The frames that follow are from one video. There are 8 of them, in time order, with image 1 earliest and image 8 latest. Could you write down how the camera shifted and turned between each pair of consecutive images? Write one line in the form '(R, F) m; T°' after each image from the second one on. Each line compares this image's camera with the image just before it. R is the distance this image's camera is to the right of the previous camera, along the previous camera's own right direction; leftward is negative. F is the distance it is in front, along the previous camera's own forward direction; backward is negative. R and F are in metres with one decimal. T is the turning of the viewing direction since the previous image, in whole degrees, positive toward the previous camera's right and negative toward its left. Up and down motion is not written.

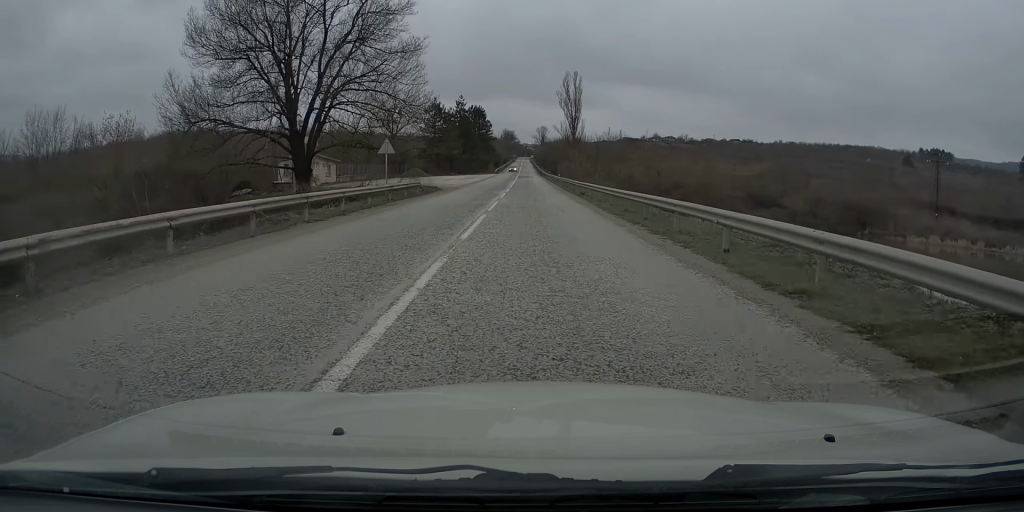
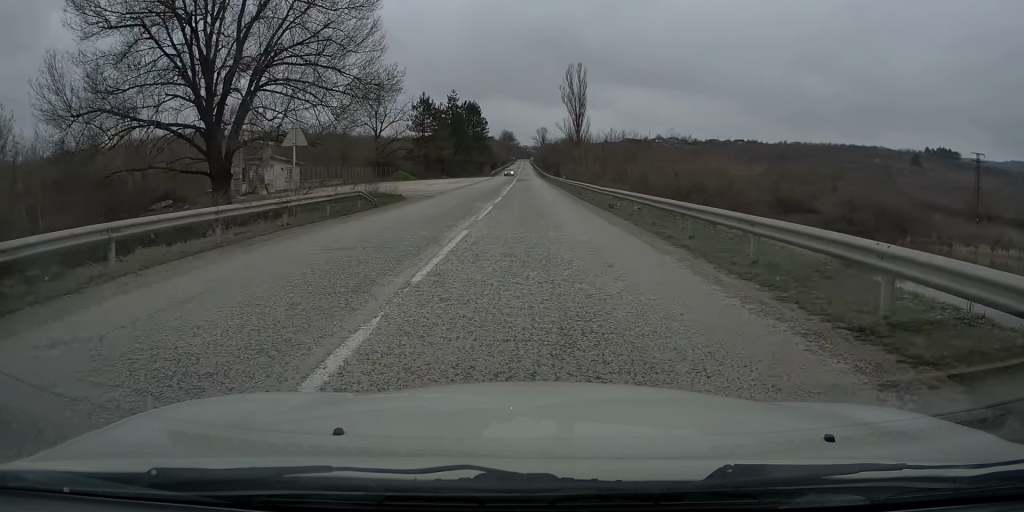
(-0.1, +13.2) m; 0°
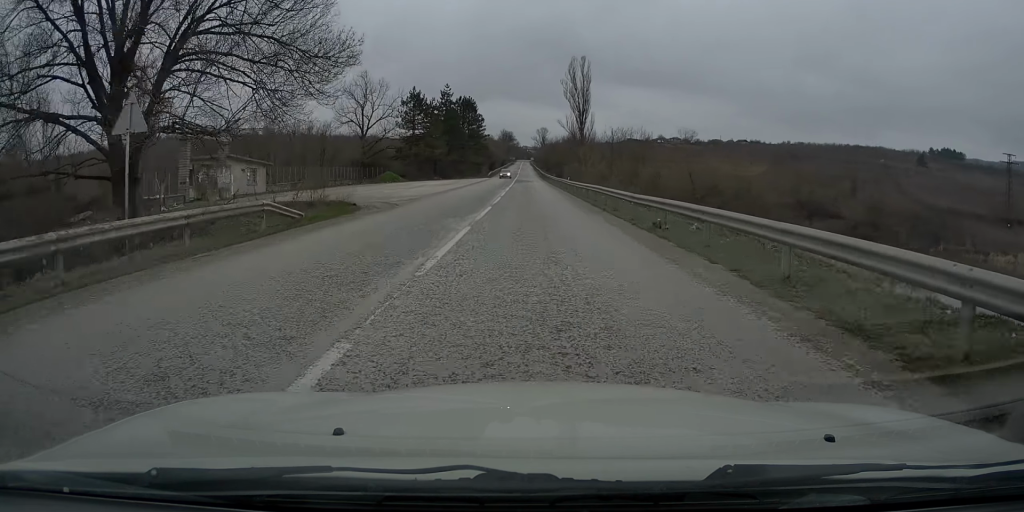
(+0.2, +9.0) m; +1°
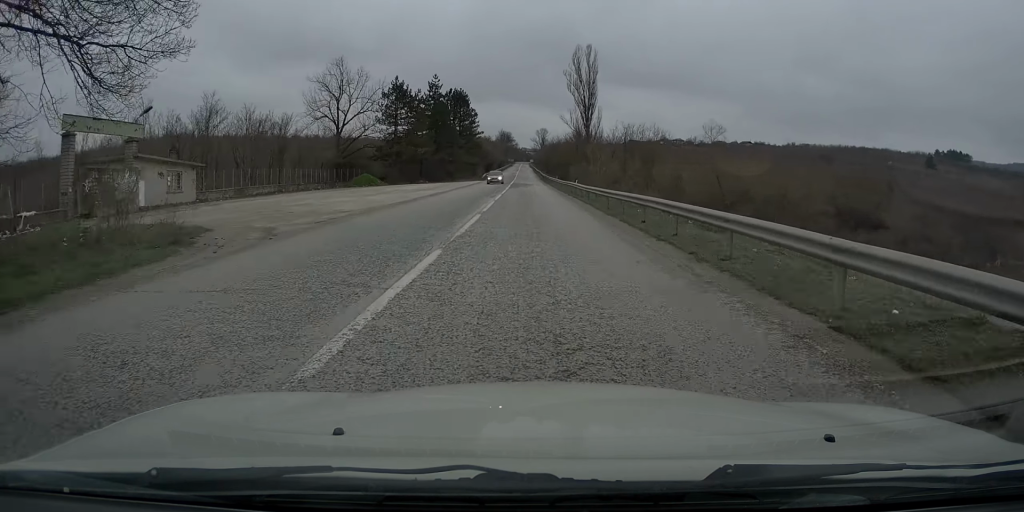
(+0.1, +13.2) m; 0°
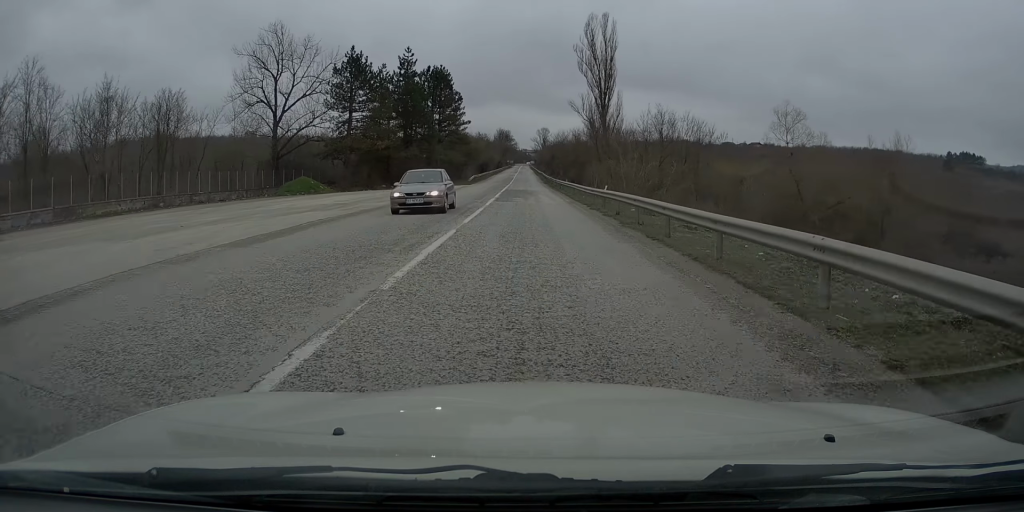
(-0.2, +22.9) m; -1°
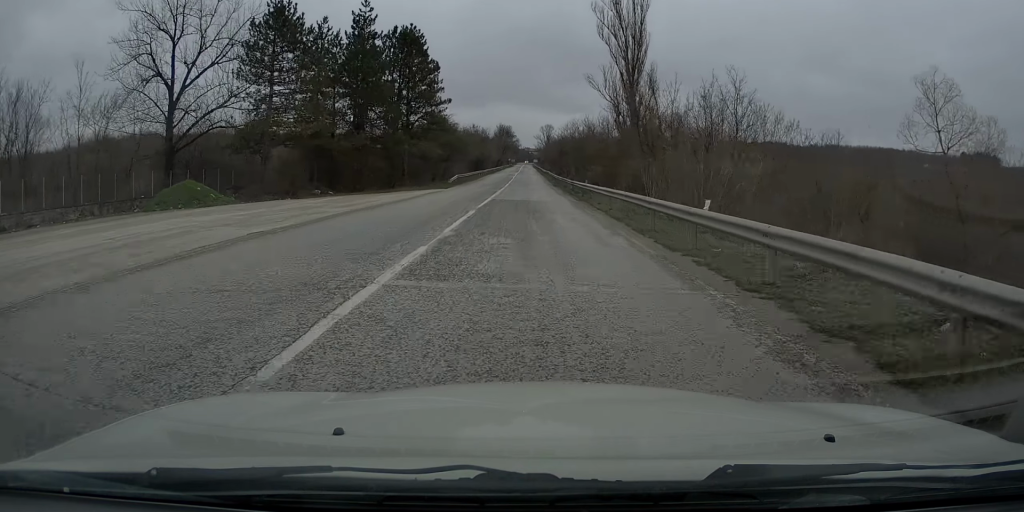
(-0.2, +21.5) m; 0°
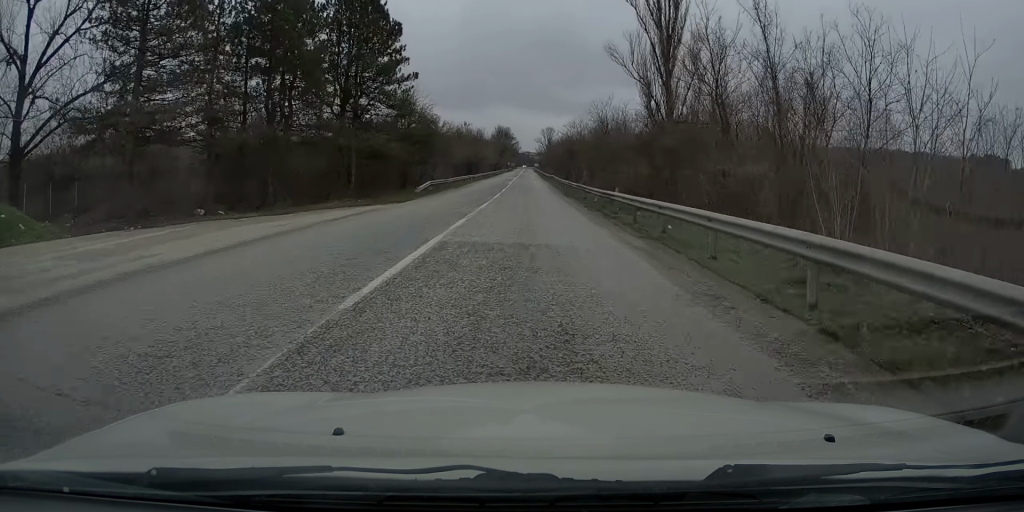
(+0.2, +16.6) m; 0°
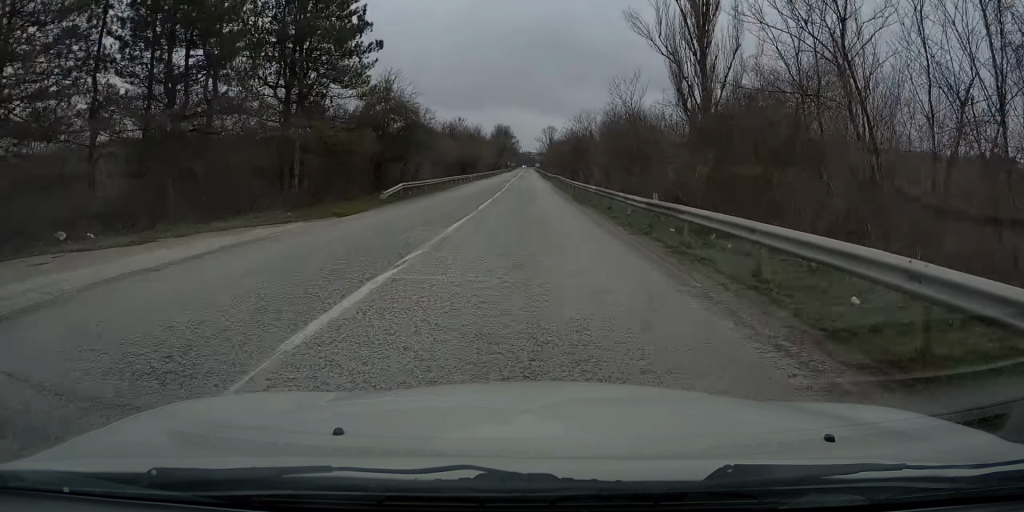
(-0.2, +9.7) m; 0°
